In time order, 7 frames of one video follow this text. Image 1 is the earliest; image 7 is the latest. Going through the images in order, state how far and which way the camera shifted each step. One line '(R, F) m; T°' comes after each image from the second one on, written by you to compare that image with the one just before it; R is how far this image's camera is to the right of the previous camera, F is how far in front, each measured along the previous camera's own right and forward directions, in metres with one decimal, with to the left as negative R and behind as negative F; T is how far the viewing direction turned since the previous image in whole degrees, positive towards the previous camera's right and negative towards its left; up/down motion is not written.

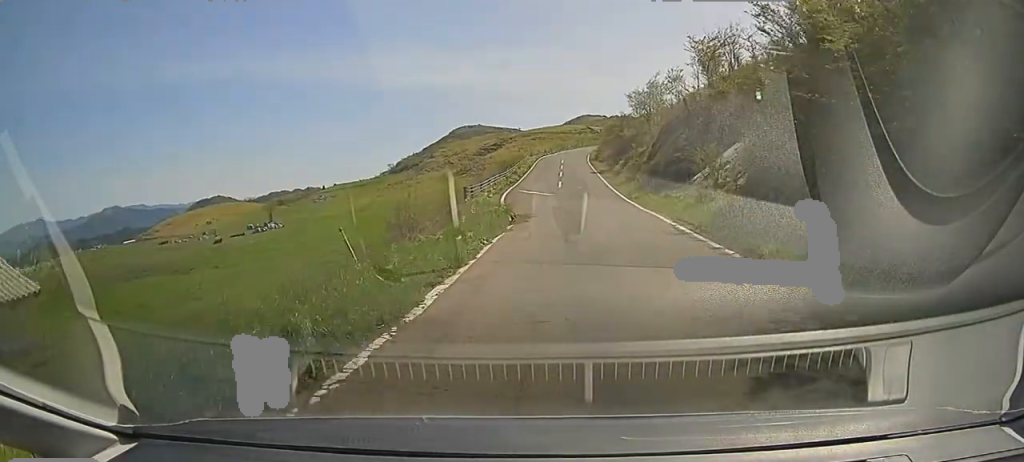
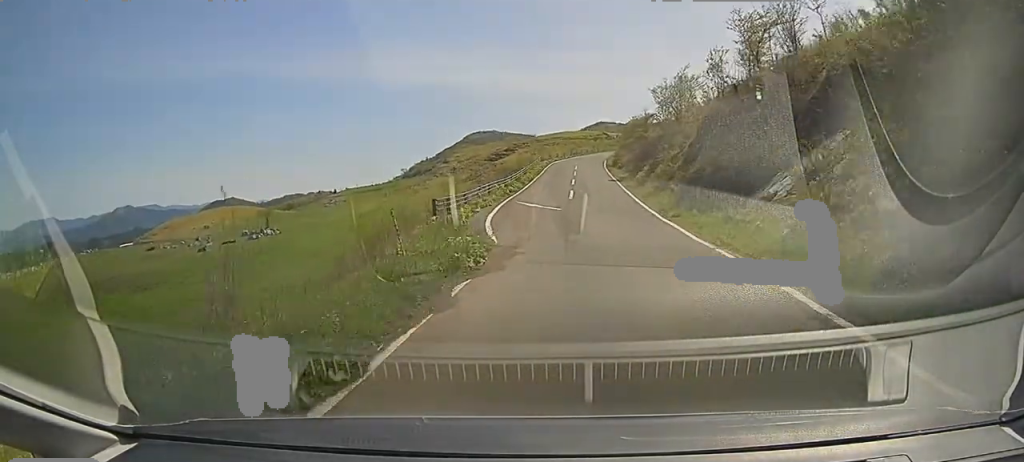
(+0.2, +7.9) m; -2°
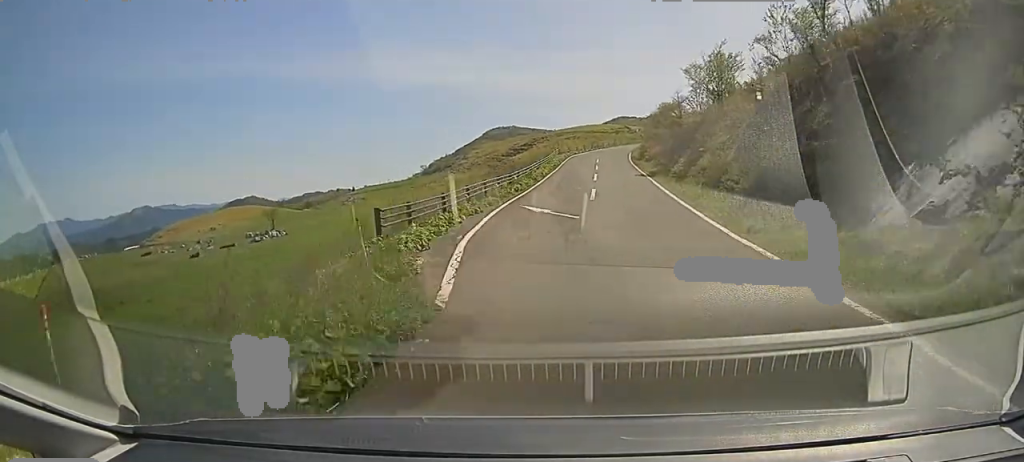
(-0.4, +6.9) m; -1°
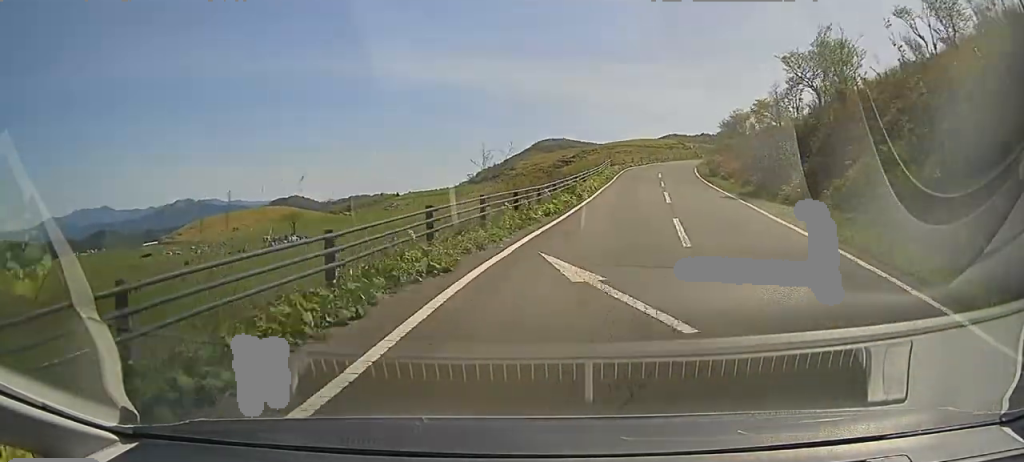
(-0.4, +10.7) m; -1°
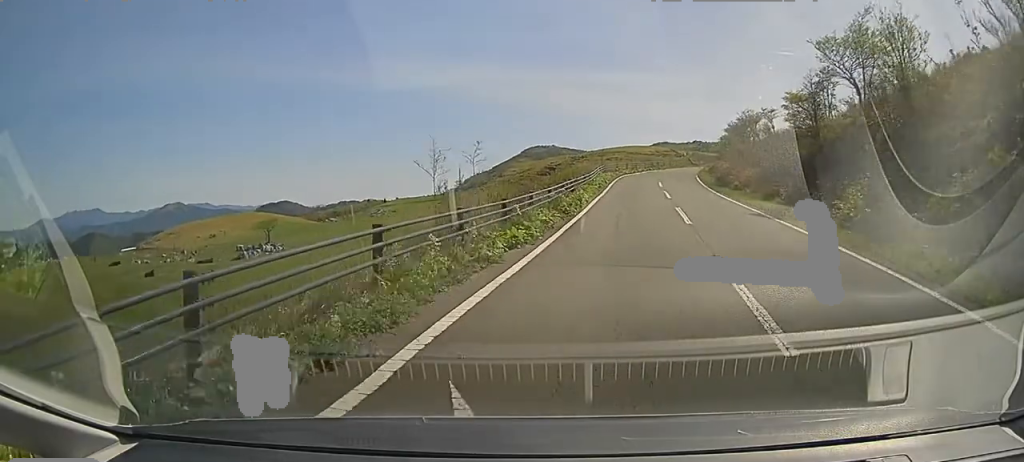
(+0.2, +5.8) m; +1°
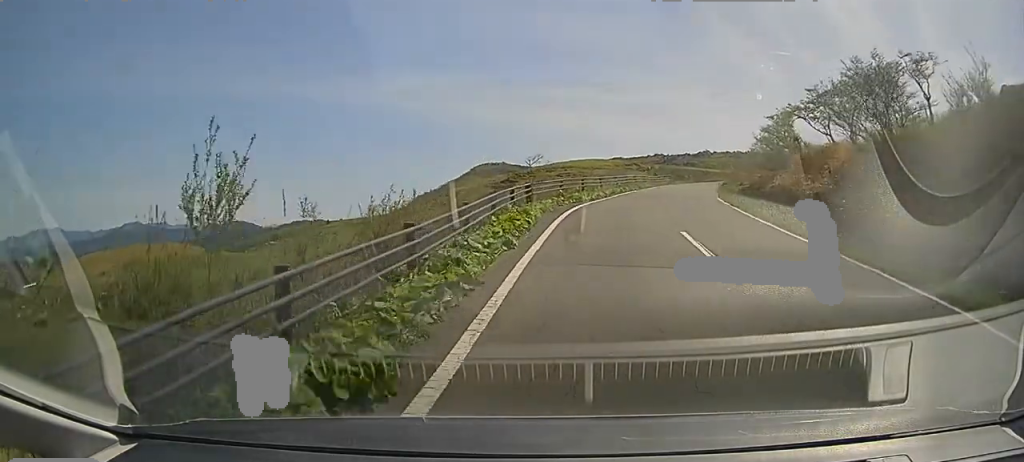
(+0.6, +26.1) m; +4°
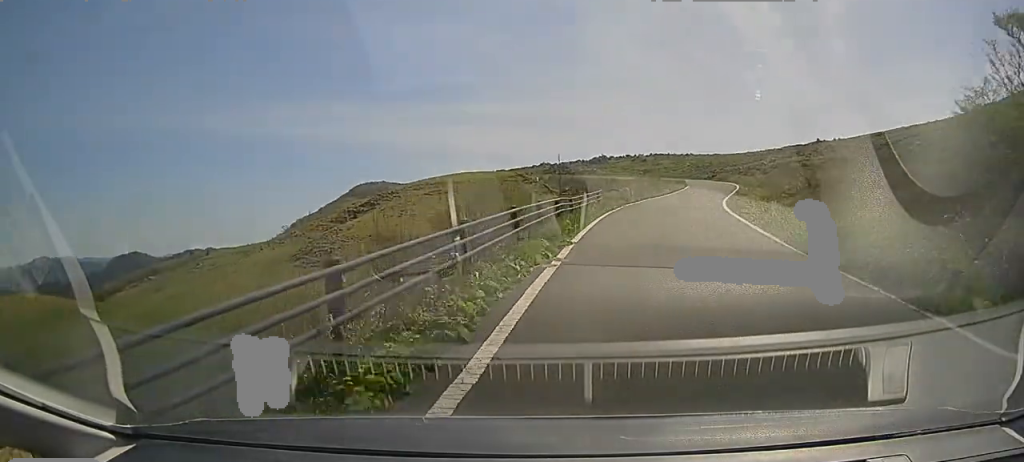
(+2.0, +23.5) m; +12°
